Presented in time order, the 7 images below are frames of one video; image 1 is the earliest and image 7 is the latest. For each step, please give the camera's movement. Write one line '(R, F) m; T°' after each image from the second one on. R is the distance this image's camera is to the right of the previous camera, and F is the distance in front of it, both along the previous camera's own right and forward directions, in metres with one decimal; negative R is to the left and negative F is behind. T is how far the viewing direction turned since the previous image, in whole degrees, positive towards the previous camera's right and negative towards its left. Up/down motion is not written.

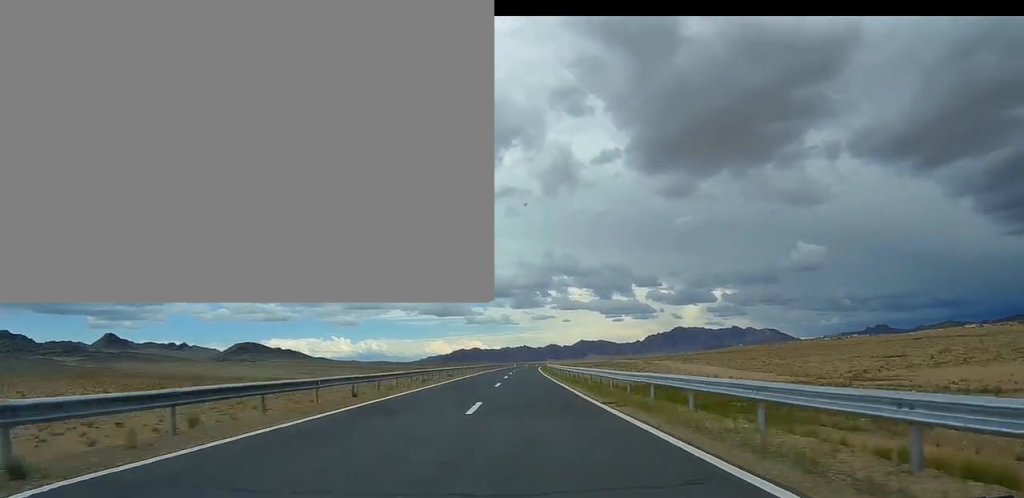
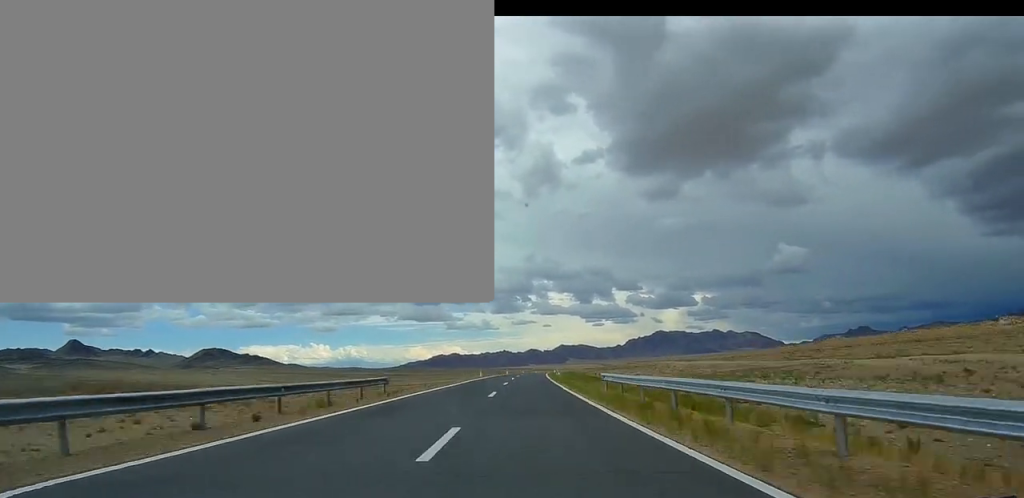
(+5.4, +110.0) m; +2°
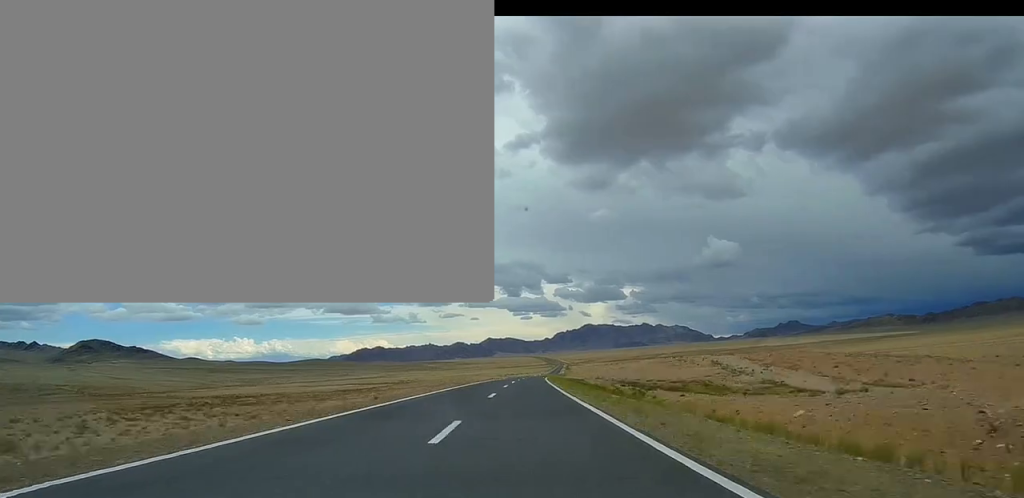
(+11.6, +248.0) m; +5°
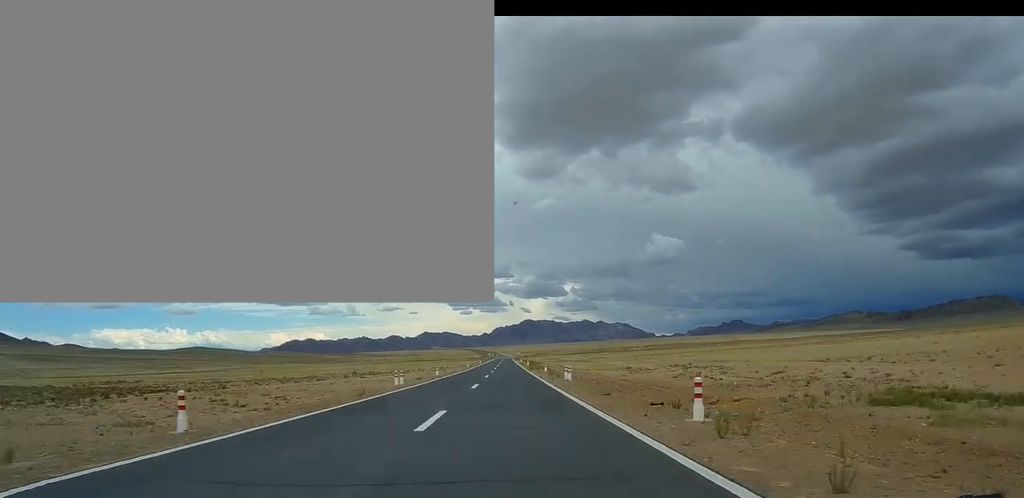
(+12.6, +312.1) m; +2°
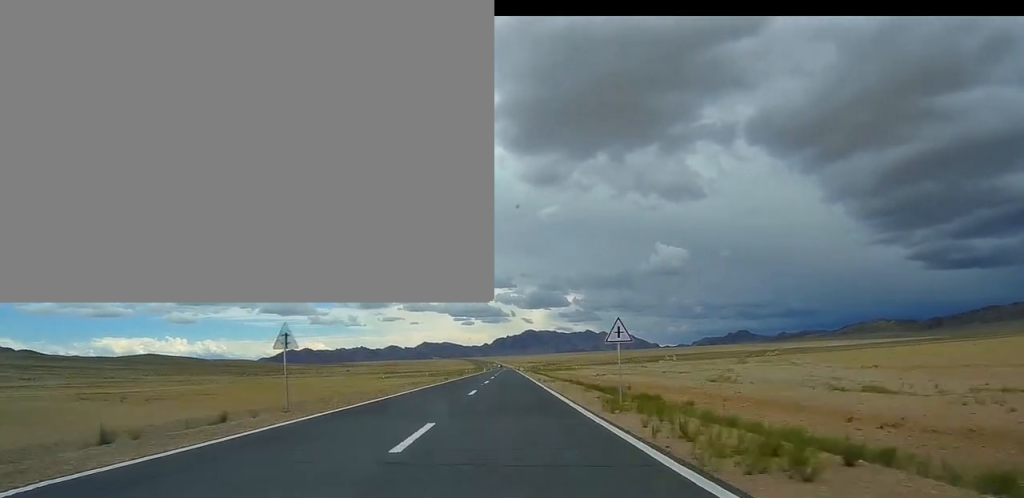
(+0.8, +209.9) m; 0°
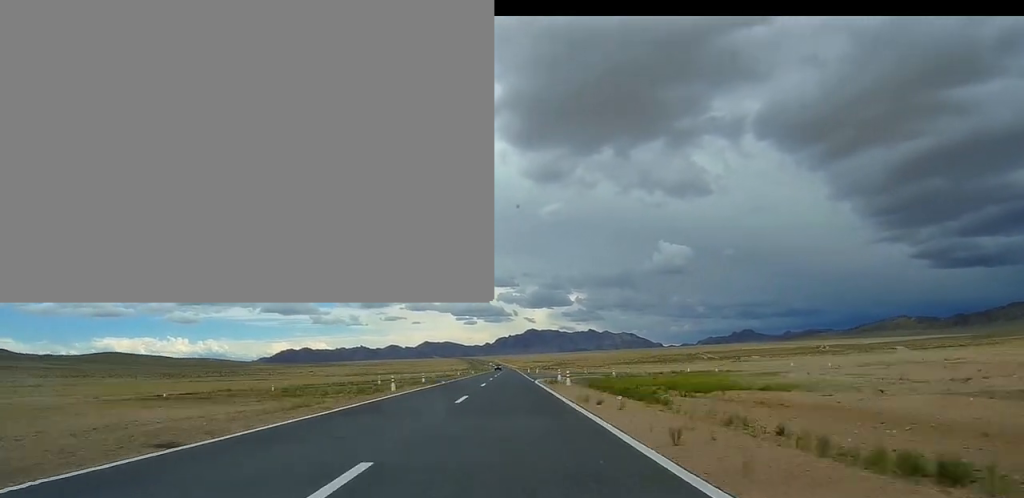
(+0.6, +137.1) m; -1°
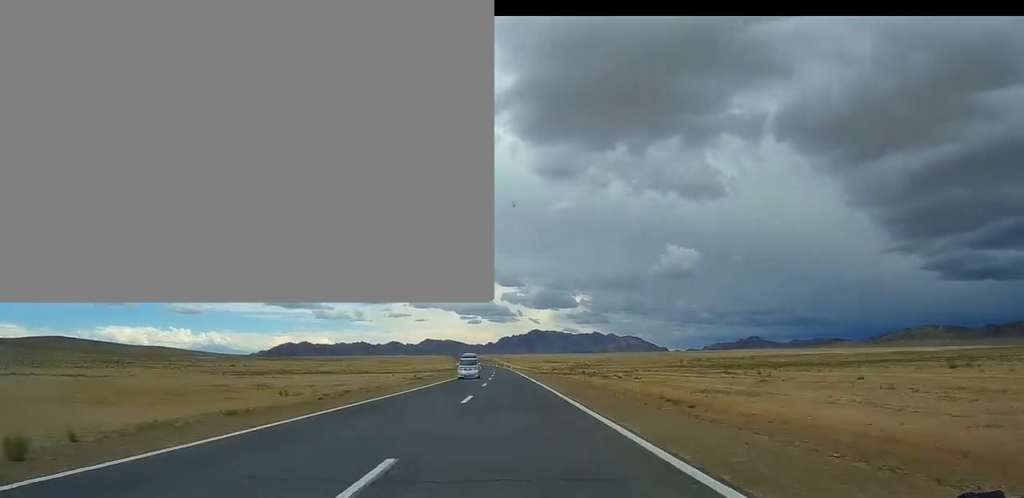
(-1.6, +165.7) m; -1°
